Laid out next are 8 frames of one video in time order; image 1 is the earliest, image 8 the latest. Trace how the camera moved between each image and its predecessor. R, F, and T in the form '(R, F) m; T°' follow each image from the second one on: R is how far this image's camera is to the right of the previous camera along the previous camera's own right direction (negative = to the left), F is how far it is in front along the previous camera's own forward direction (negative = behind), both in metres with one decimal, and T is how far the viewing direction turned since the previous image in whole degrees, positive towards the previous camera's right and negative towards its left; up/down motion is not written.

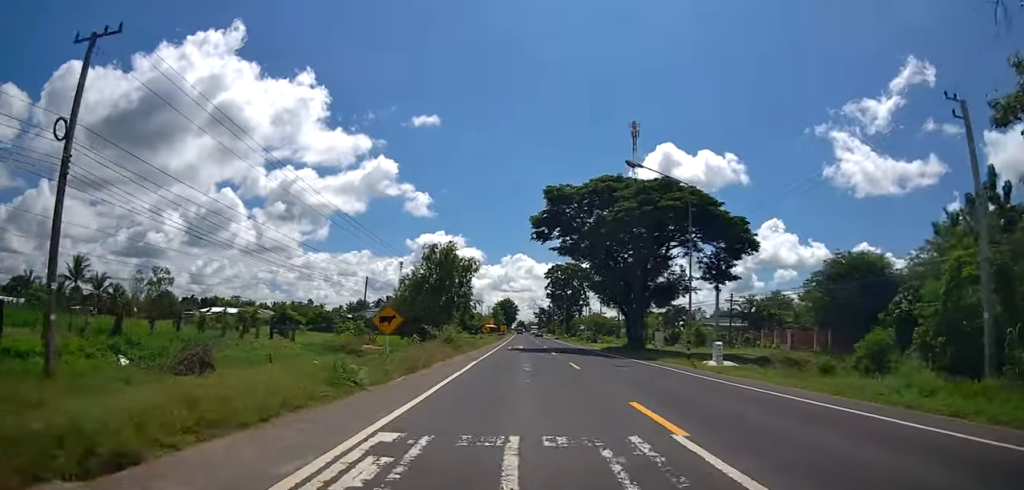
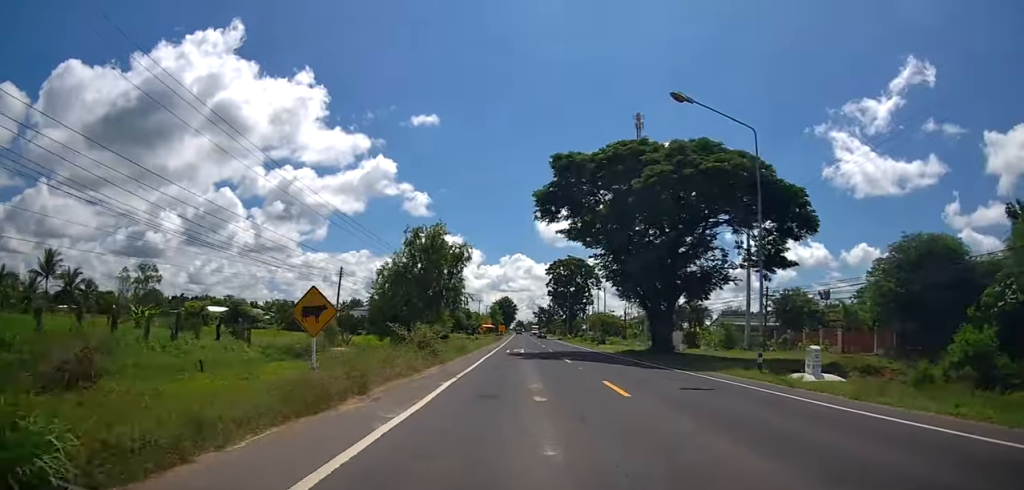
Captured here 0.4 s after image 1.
(-0.3, +8.0) m; 0°
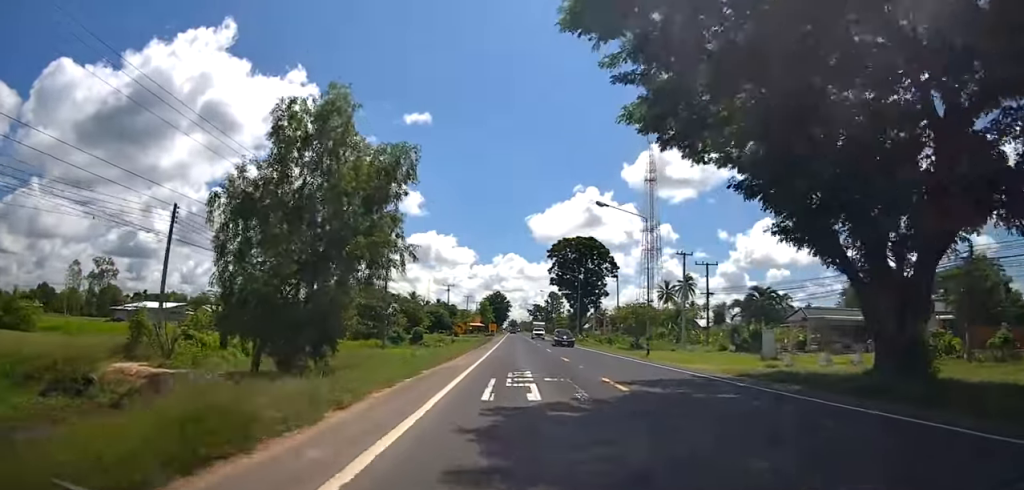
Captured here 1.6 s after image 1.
(-0.1, +23.7) m; +2°
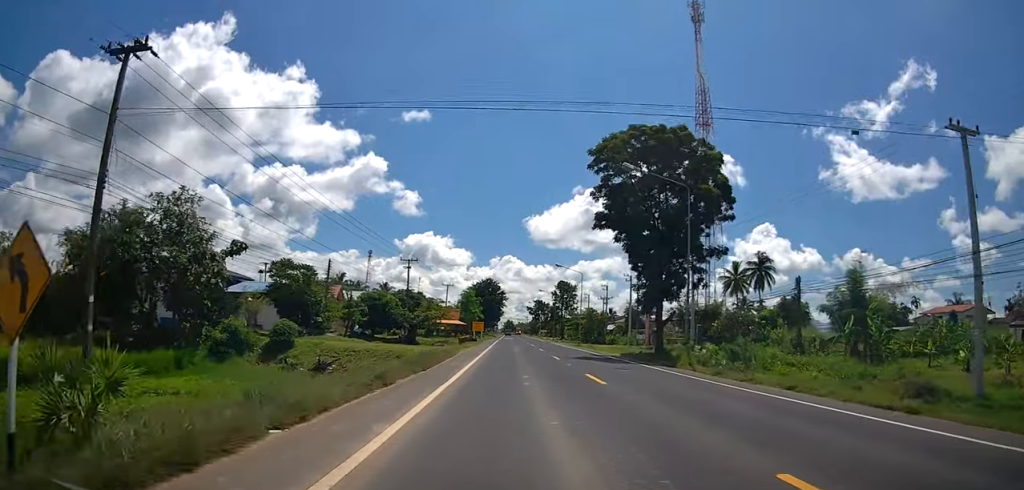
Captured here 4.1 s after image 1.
(+0.9, +46.5) m; +1°
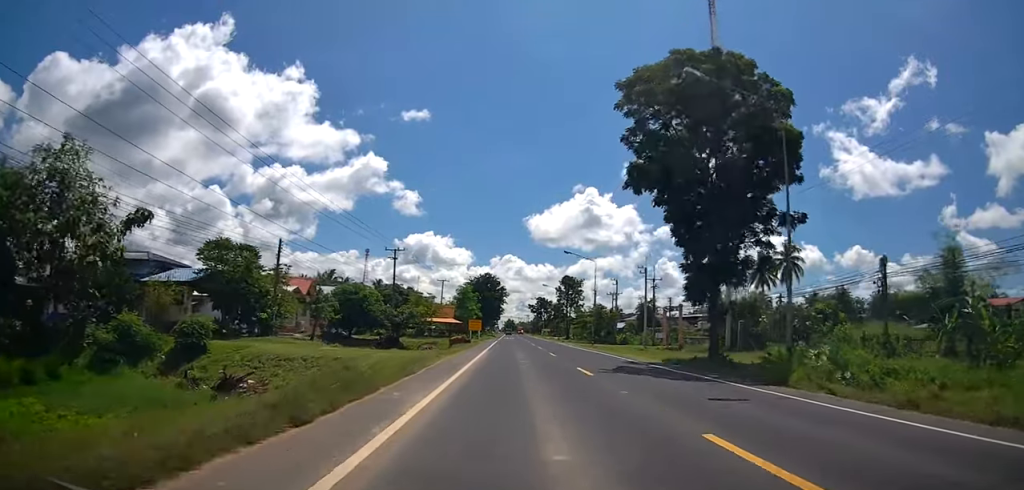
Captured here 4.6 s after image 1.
(0.0, +10.2) m; 0°
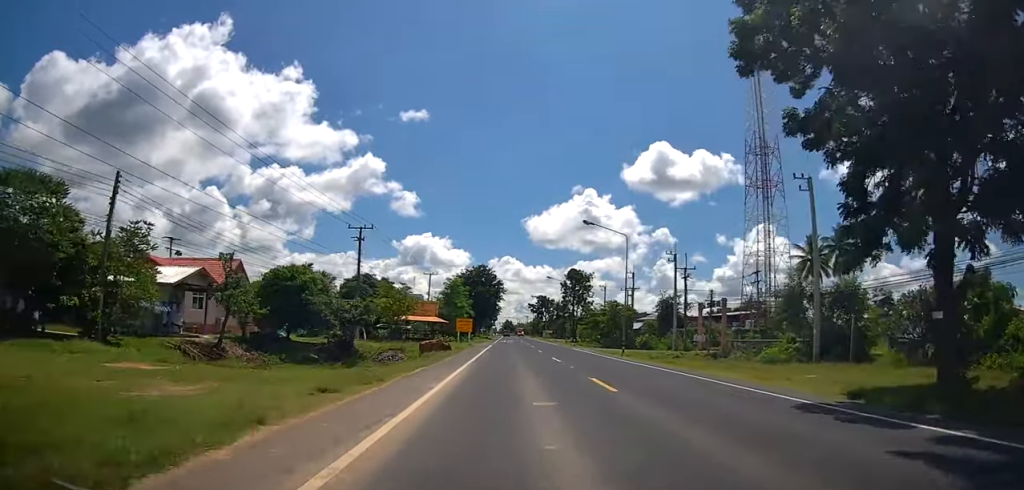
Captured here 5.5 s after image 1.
(0.0, +16.1) m; 0°
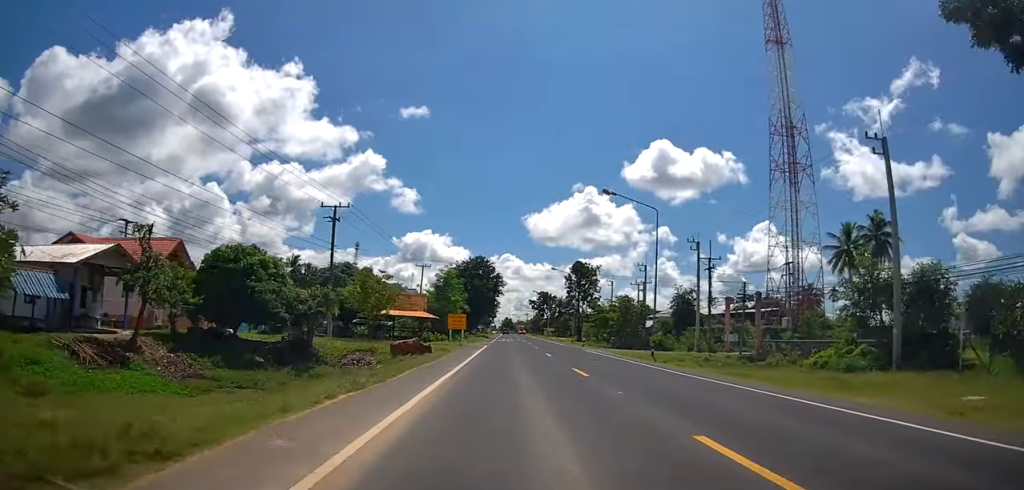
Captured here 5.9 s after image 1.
(0.0, +8.5) m; 0°
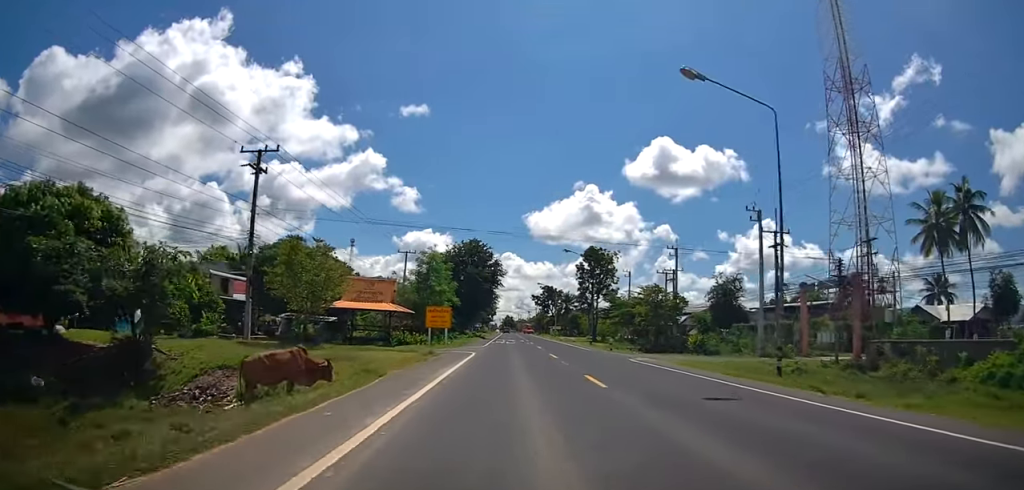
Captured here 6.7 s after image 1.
(0.0, +15.4) m; 0°
